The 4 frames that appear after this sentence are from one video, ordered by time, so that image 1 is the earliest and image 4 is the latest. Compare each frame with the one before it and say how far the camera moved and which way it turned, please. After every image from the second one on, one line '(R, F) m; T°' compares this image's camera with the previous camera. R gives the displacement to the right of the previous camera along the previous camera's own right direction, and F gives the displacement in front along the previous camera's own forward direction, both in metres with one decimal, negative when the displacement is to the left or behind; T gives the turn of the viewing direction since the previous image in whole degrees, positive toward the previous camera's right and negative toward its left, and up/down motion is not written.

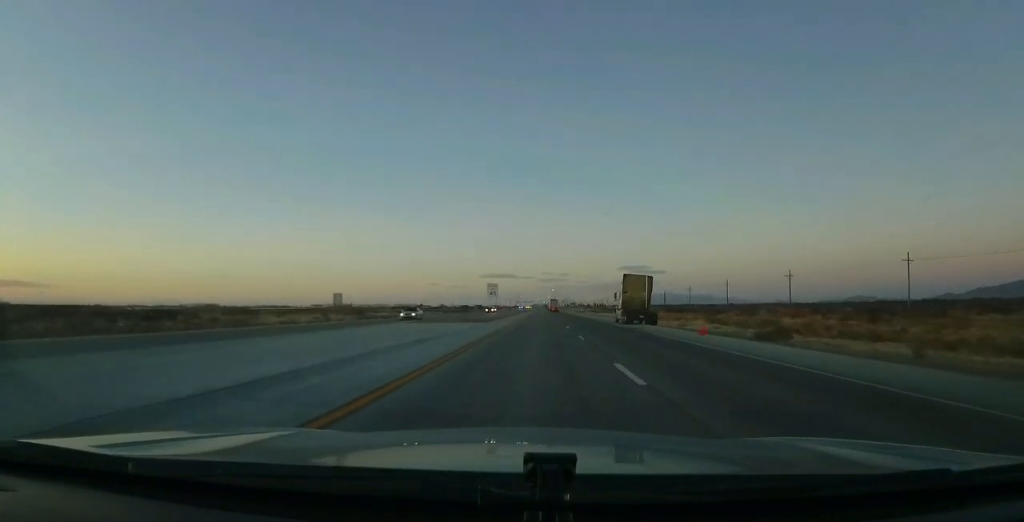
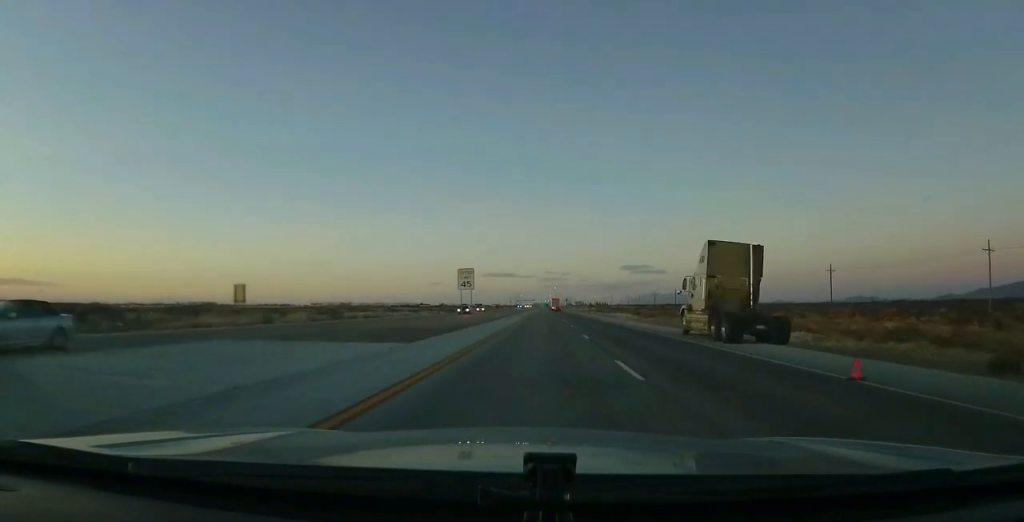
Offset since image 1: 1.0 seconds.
(0.0, +23.4) m; -1°
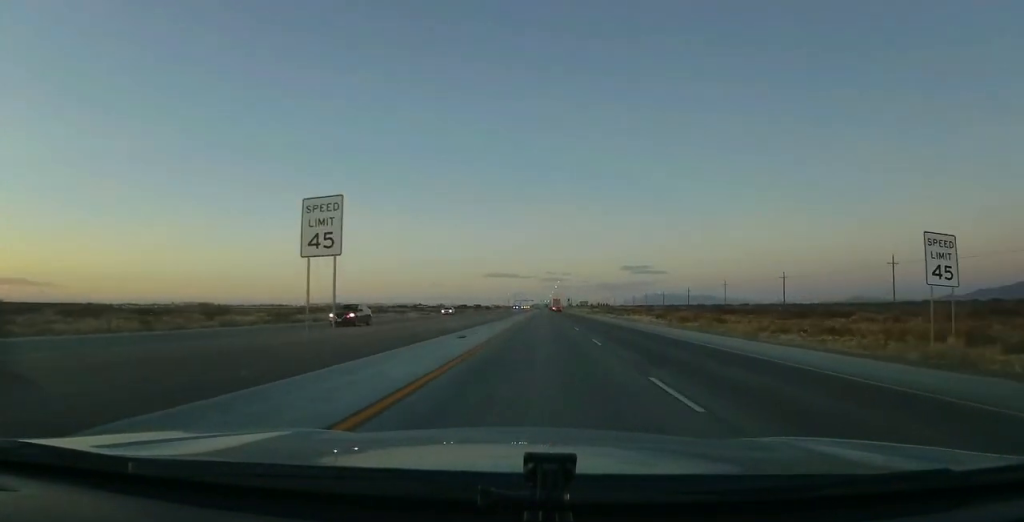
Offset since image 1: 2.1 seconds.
(-0.3, +27.0) m; -1°
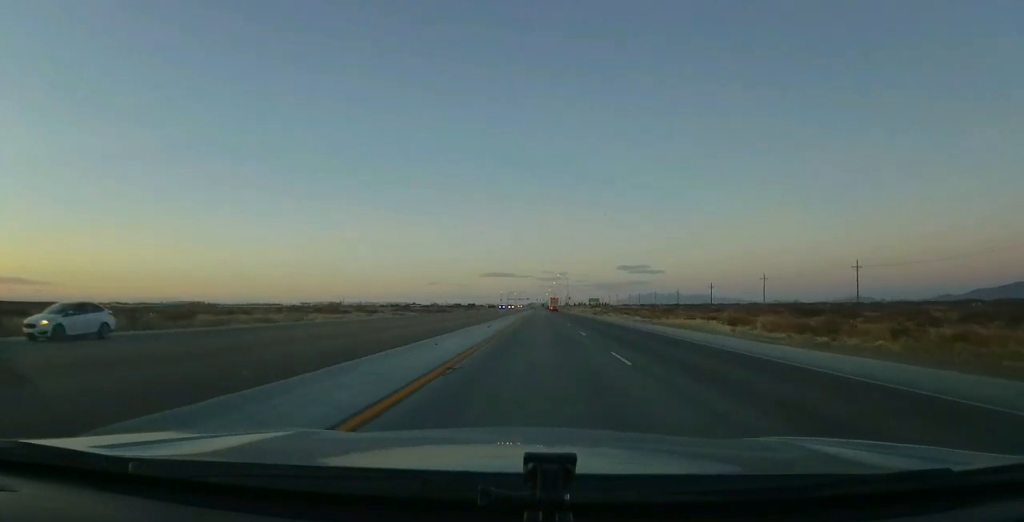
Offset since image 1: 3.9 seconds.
(0.0, +43.0) m; +1°
